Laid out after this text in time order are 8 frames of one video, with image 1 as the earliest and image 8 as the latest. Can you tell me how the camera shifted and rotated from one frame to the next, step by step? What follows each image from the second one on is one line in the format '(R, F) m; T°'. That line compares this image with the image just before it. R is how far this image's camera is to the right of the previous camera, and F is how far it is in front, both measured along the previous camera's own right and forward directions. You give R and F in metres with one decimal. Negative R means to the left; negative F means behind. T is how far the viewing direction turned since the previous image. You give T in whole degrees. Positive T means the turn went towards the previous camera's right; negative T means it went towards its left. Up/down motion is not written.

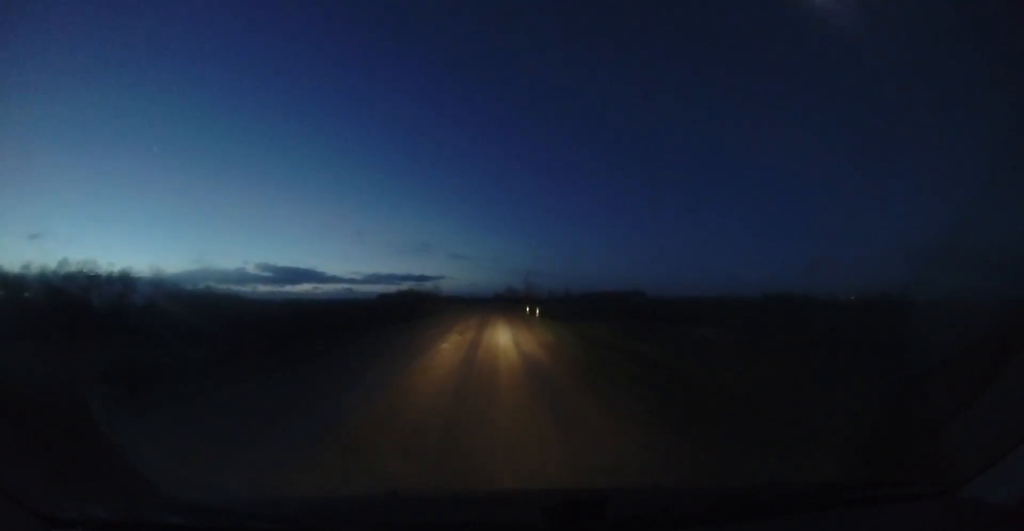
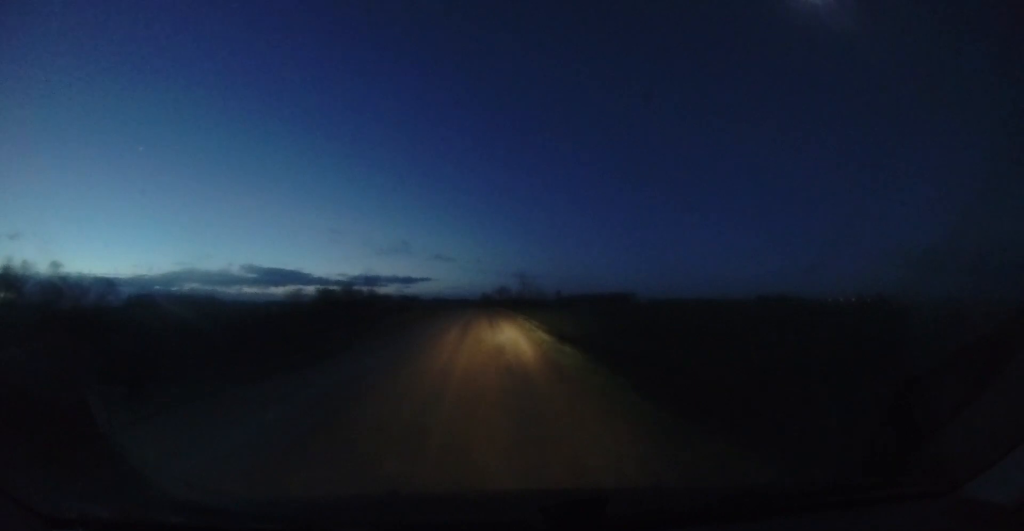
(+0.6, +30.1) m; +3°
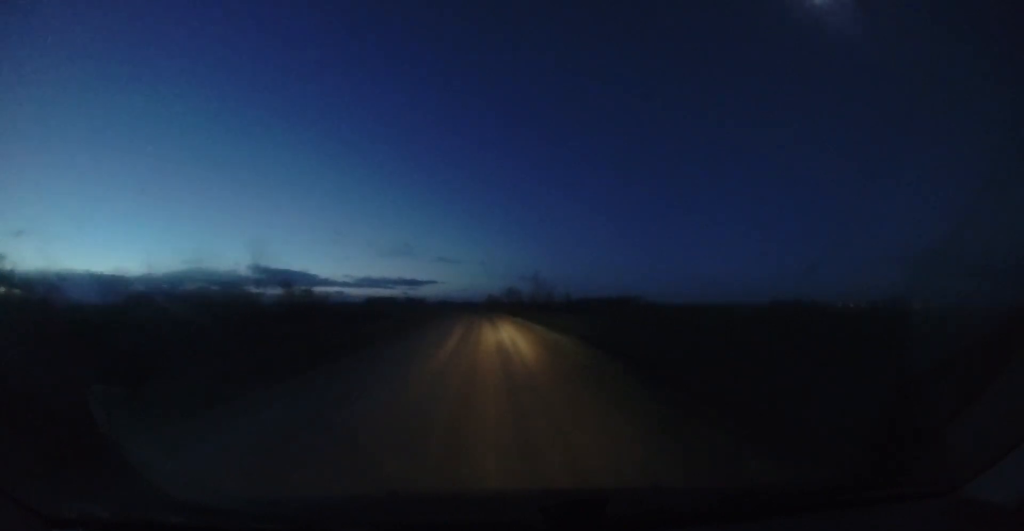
(+0.4, +18.5) m; +1°
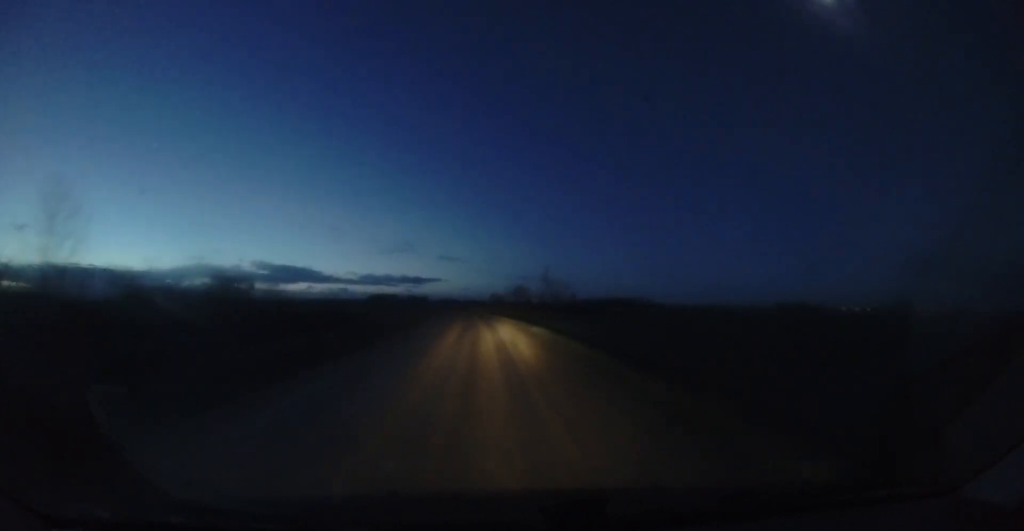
(-0.1, +10.9) m; -2°
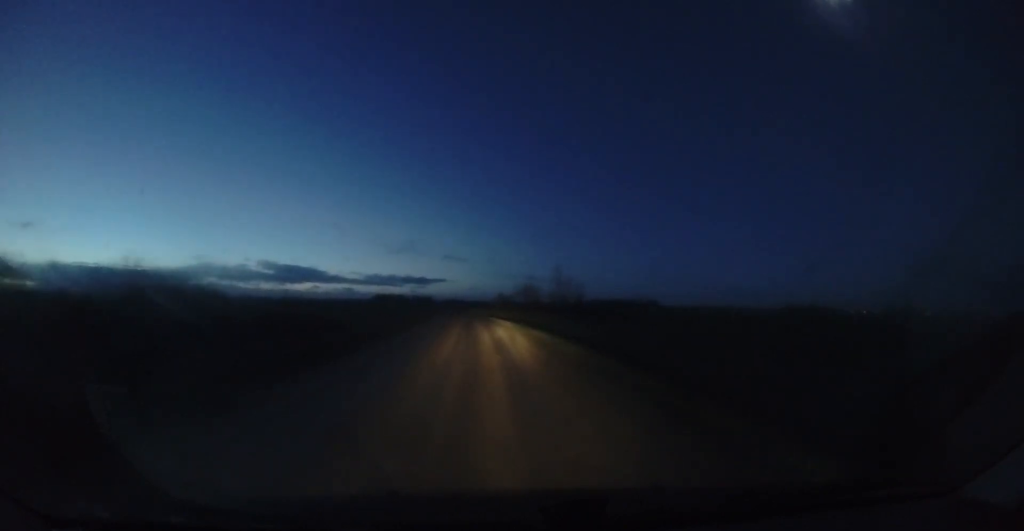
(+0.1, +8.3) m; -2°
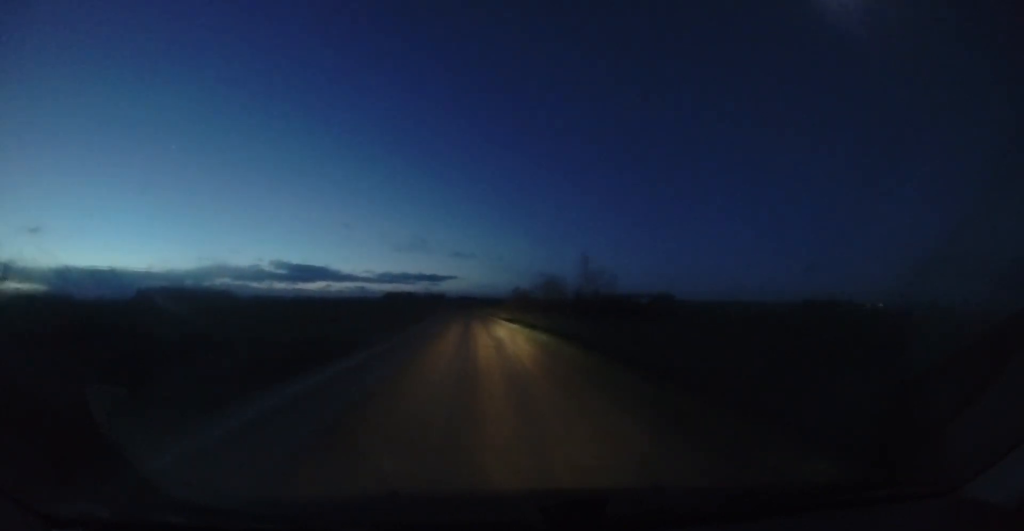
(-0.5, +13.5) m; -2°
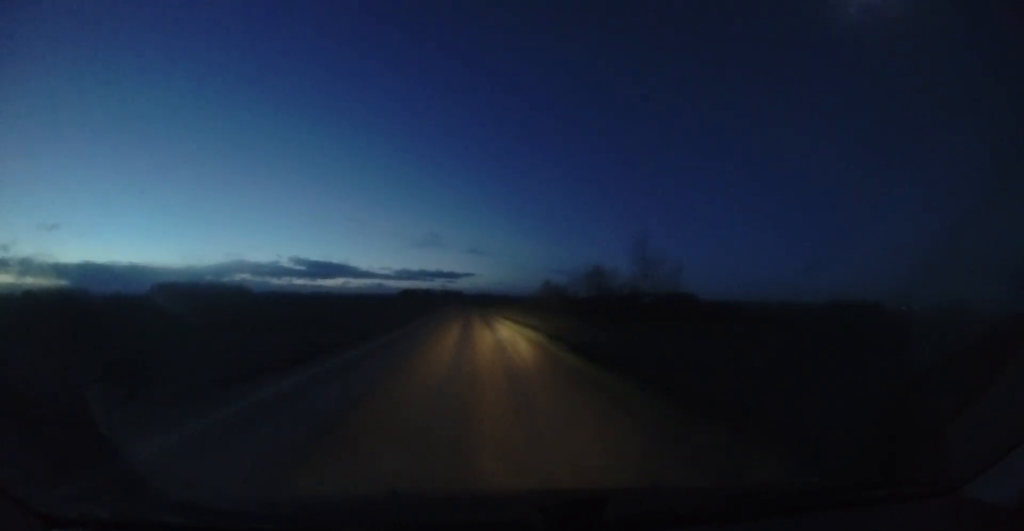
(-0.1, +17.7) m; -1°
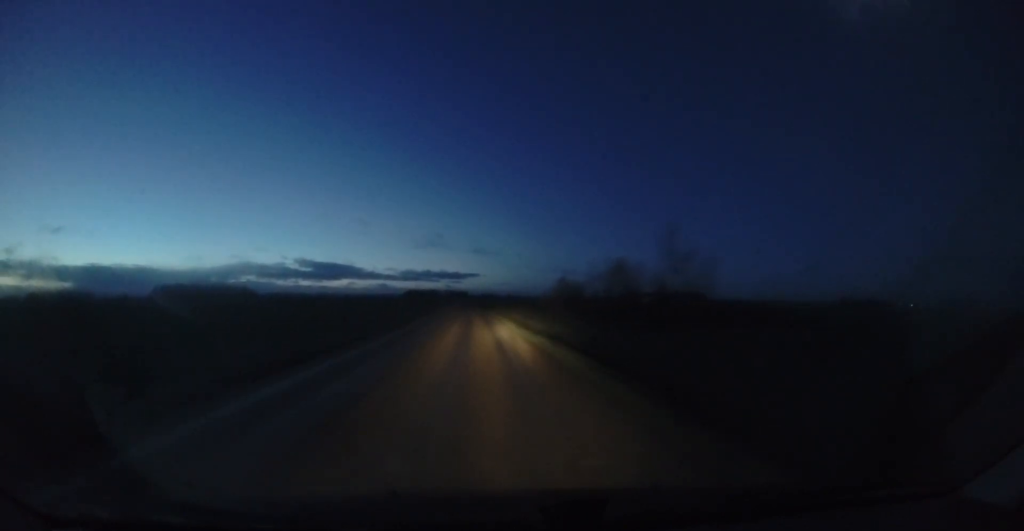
(-0.1, +6.8) m; -1°
